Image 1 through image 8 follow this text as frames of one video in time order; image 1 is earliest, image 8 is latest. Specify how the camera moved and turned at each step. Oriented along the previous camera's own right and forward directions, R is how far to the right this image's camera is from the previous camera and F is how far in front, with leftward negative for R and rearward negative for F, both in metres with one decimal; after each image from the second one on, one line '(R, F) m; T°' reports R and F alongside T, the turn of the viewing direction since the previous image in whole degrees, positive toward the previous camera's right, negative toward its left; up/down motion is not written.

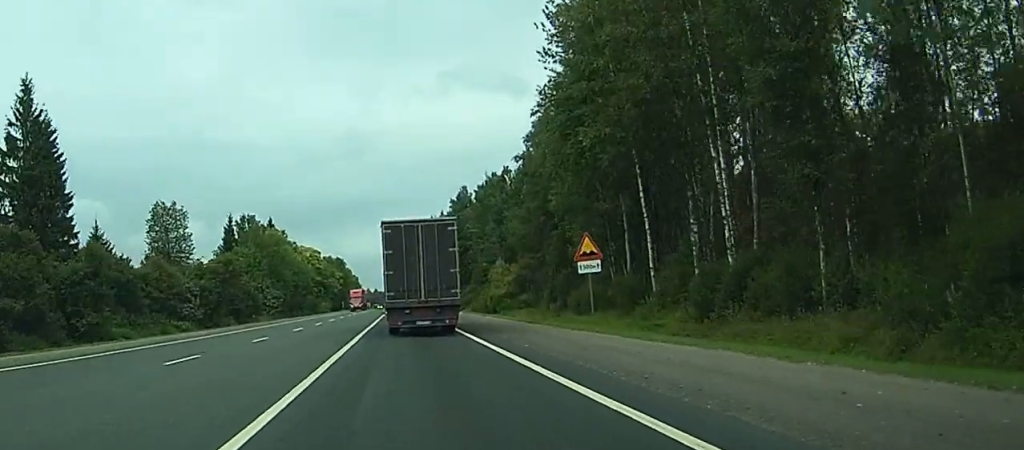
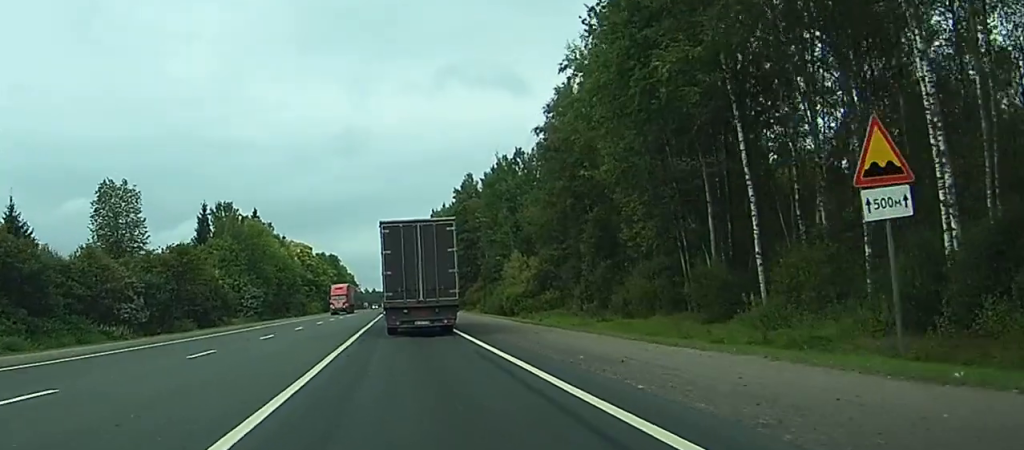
(0.0, +21.1) m; 0°
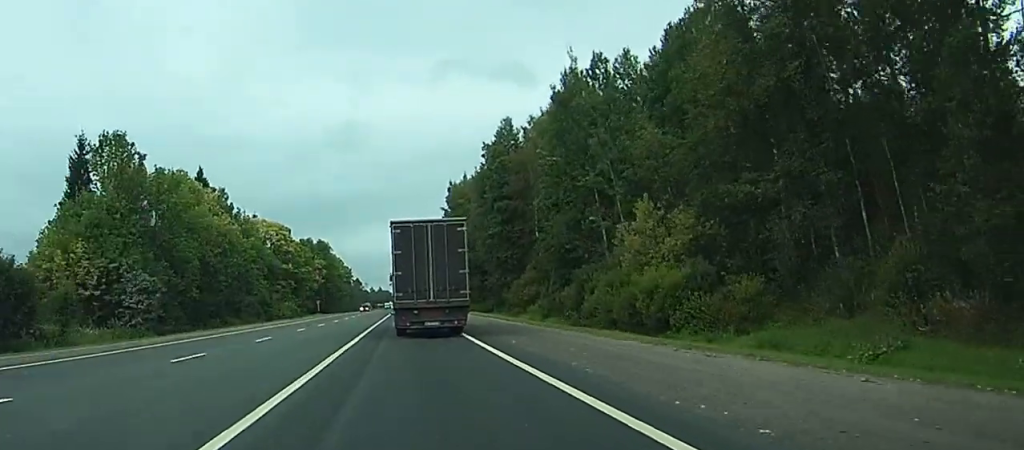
(+0.2, +60.9) m; +1°
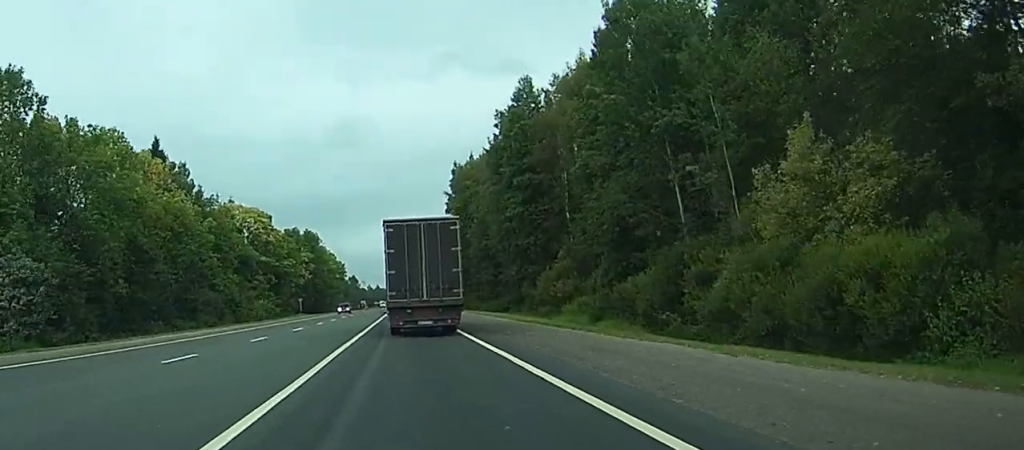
(0.0, +24.7) m; 0°
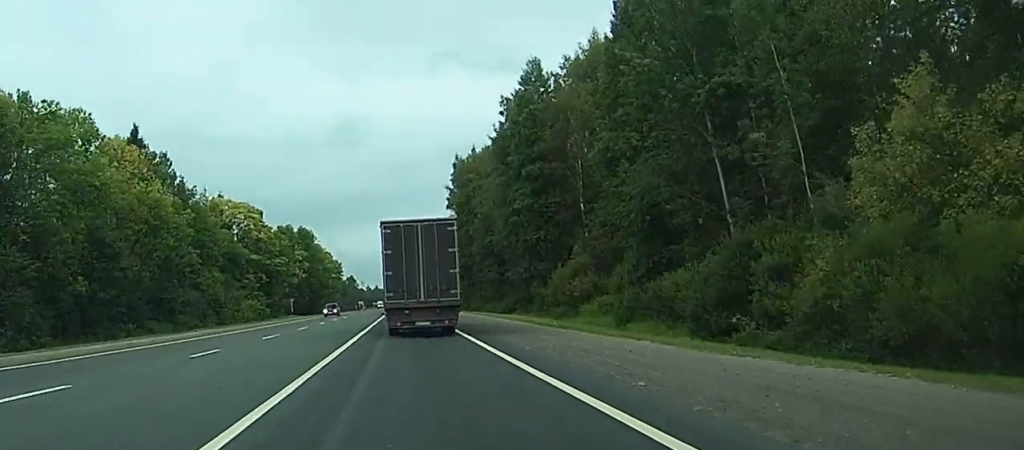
(0.0, +9.0) m; 0°
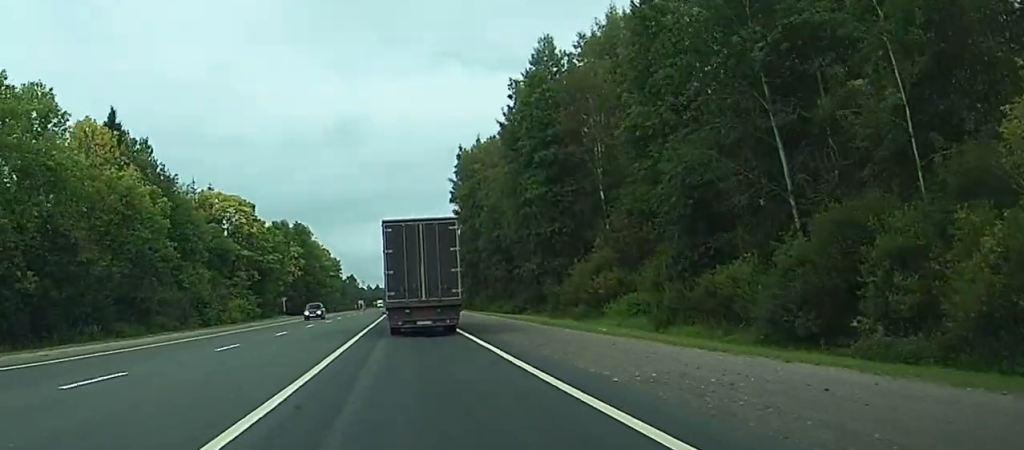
(0.0, +8.9) m; 0°
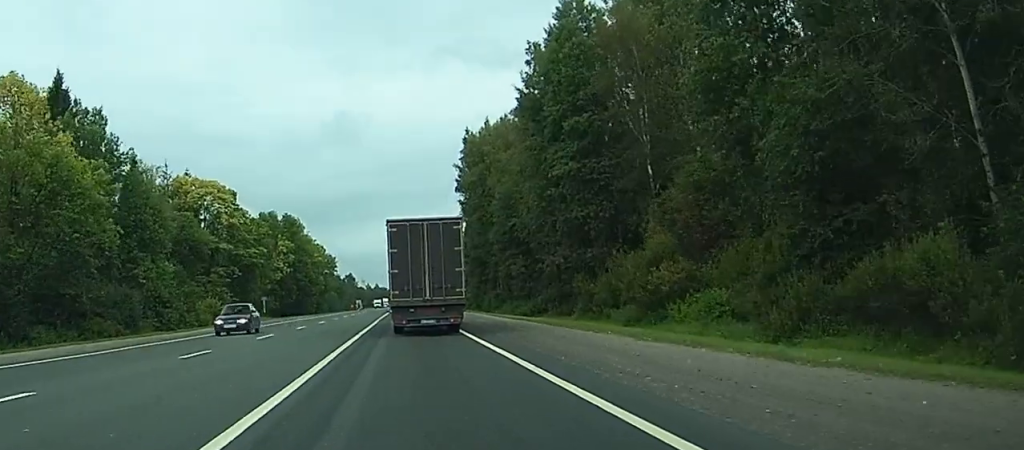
(-0.1, +16.4) m; 0°
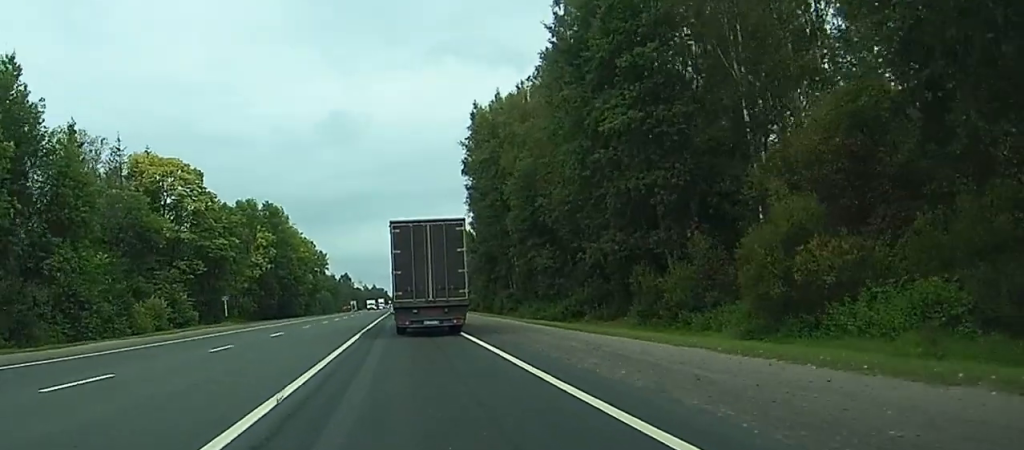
(0.0, +20.1) m; 0°
